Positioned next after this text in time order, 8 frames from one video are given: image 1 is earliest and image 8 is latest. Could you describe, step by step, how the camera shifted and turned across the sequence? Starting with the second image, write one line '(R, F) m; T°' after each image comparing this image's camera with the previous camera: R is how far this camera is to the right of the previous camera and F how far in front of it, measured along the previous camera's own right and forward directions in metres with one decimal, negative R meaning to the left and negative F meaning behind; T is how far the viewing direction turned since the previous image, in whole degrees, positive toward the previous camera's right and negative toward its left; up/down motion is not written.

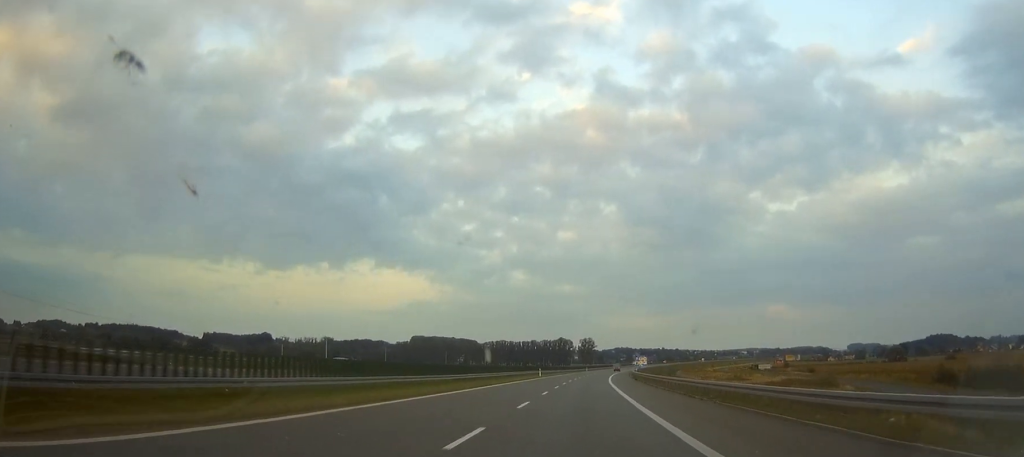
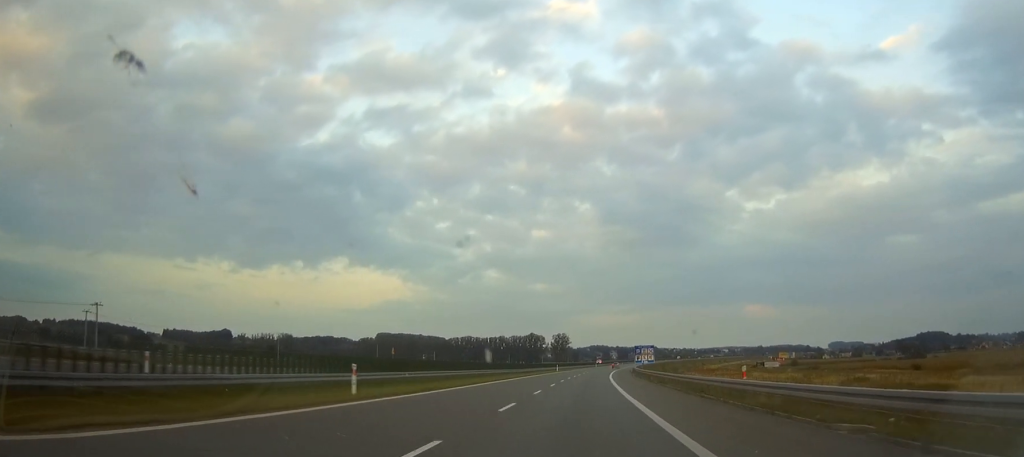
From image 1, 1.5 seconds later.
(+3.8, +76.3) m; +7°
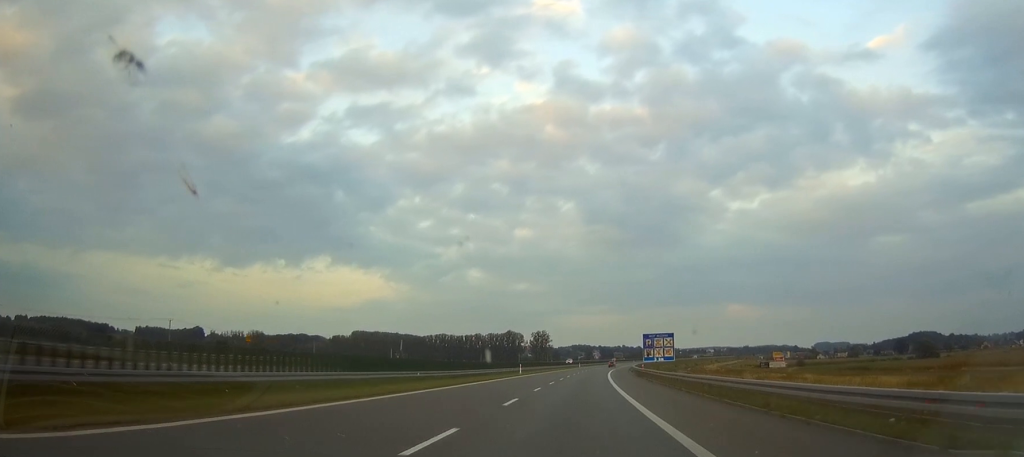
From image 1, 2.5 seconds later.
(+2.0, +46.3) m; +3°
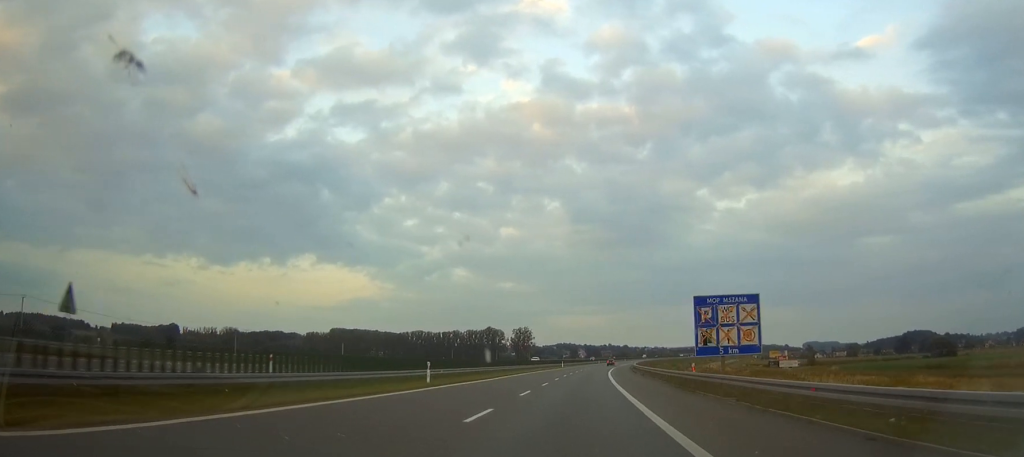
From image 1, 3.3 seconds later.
(+0.5, +42.8) m; +1°
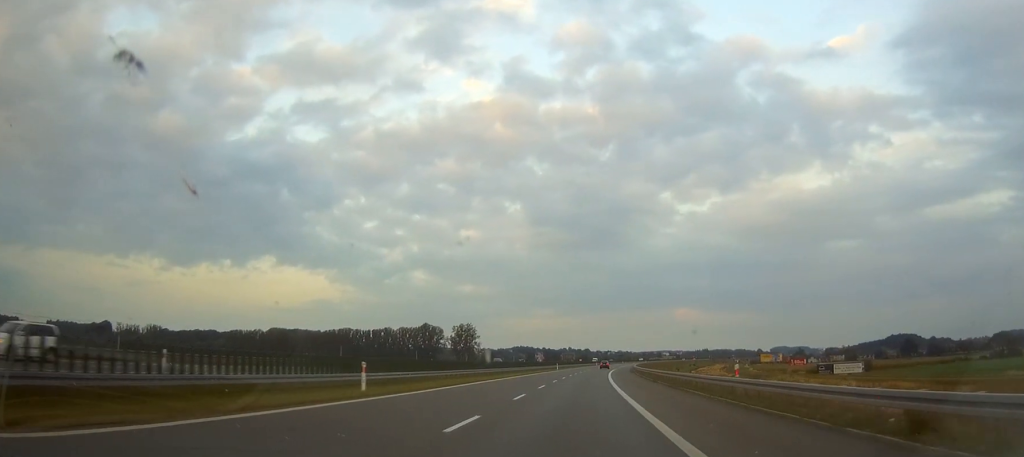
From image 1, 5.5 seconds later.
(+2.2, +108.3) m; +2°
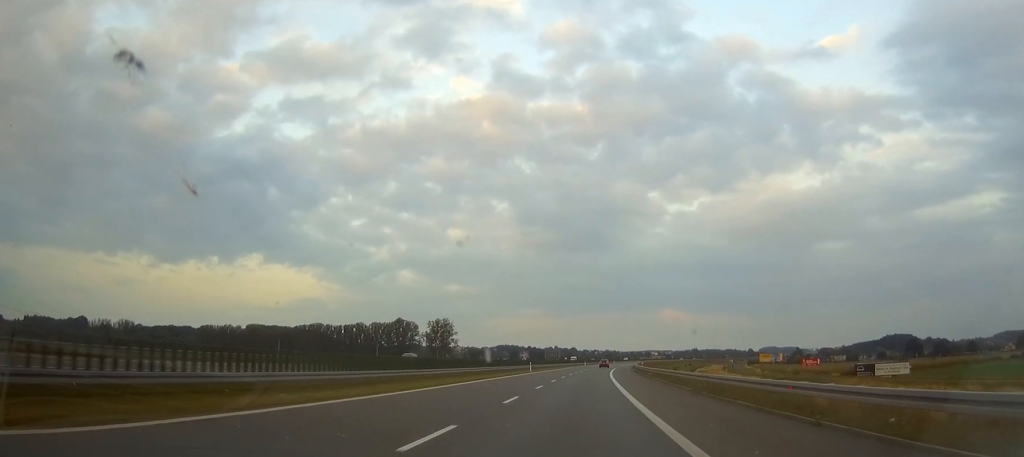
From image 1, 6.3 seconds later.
(+0.3, +39.3) m; +1°
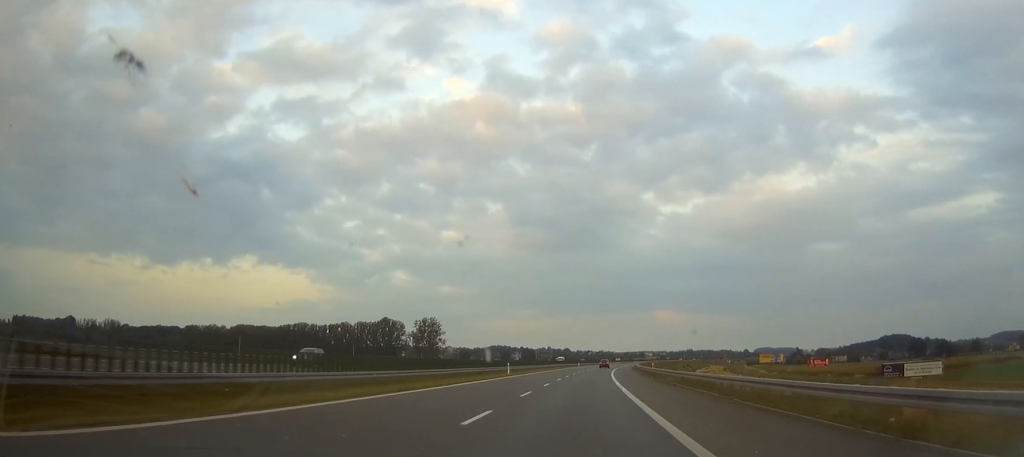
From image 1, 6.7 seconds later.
(+0.1, +19.6) m; +1°
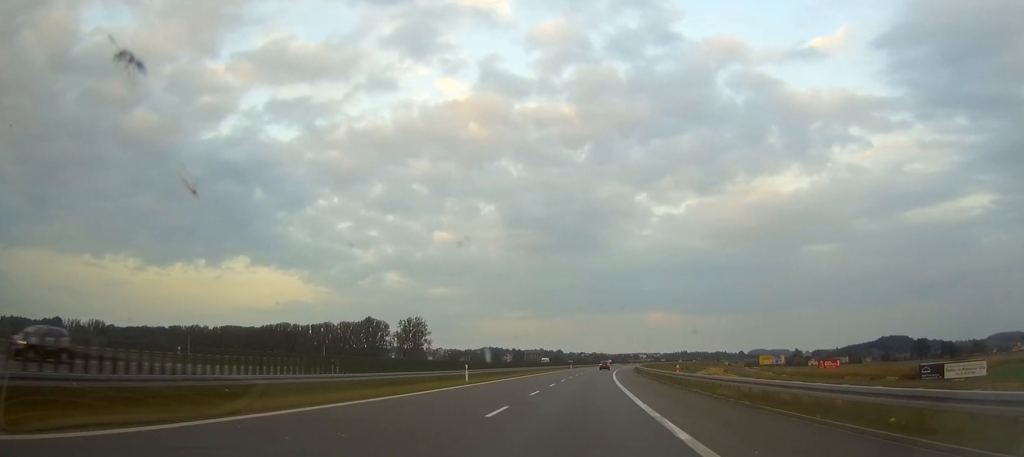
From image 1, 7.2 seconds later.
(+0.1, +21.2) m; +1°
